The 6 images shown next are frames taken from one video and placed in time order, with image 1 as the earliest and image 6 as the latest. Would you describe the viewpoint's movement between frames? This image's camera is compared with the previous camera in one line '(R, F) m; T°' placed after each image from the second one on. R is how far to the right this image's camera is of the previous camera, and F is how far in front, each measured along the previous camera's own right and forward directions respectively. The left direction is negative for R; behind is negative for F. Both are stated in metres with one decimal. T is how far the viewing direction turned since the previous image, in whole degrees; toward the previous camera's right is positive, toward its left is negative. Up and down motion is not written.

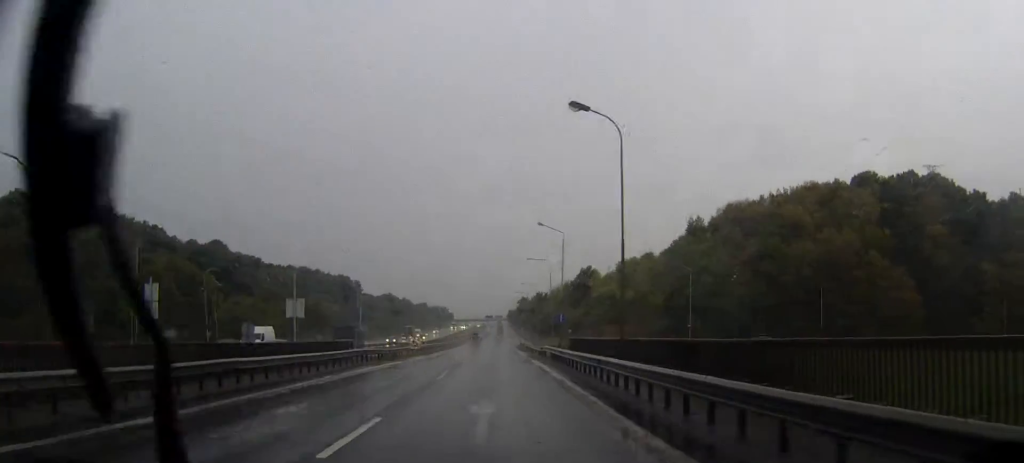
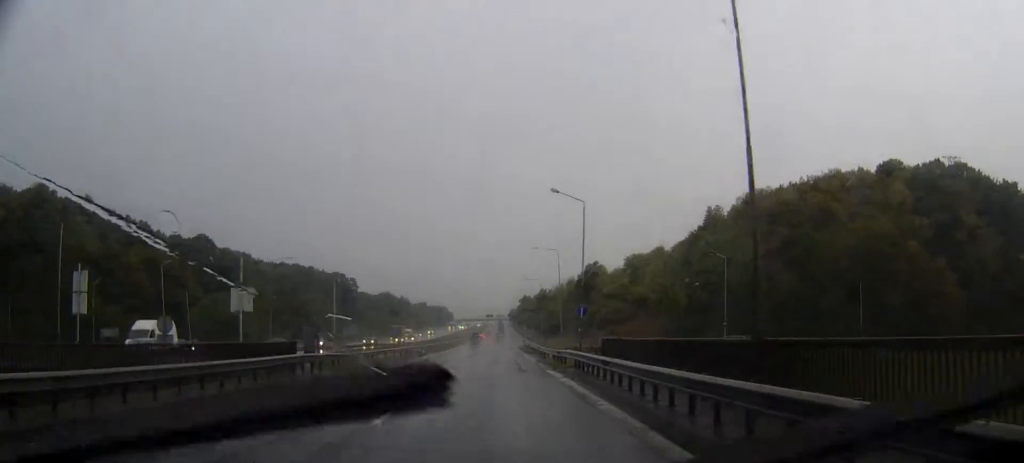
(0.0, +12.7) m; 0°
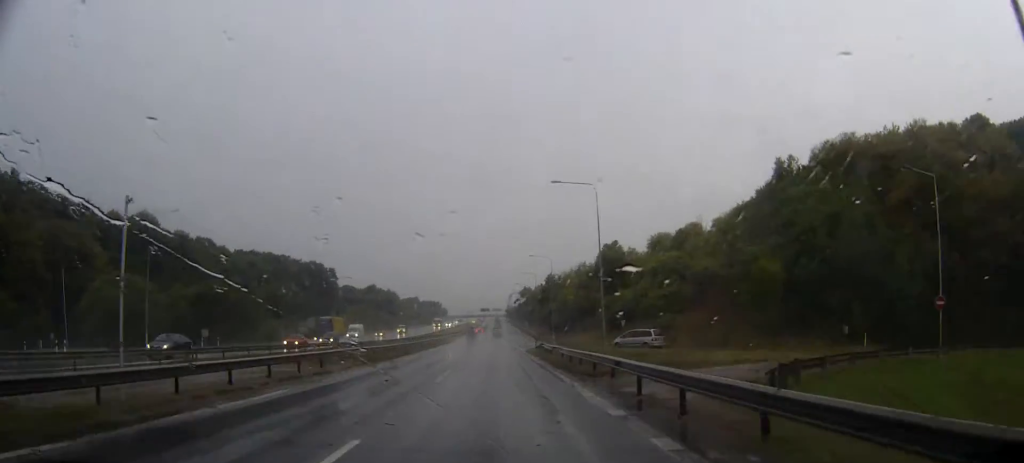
(0.0, +37.5) m; 0°
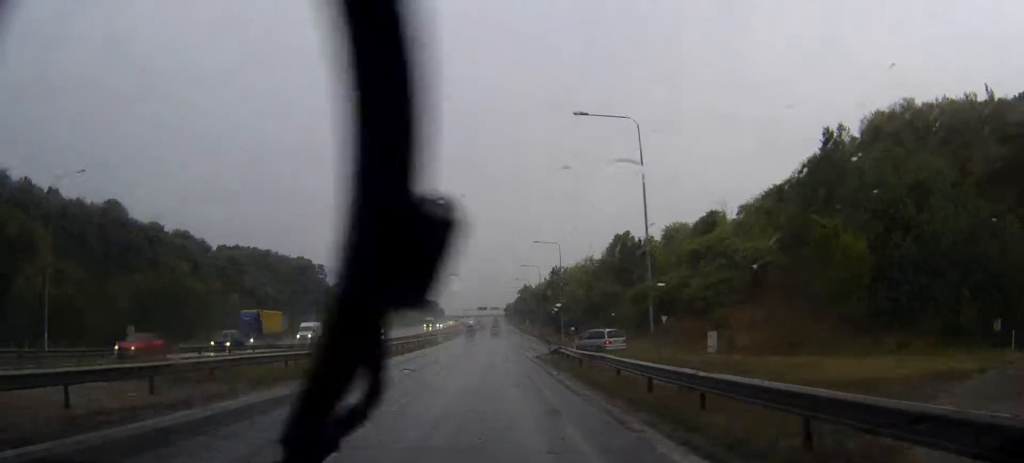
(0.0, +17.0) m; 0°
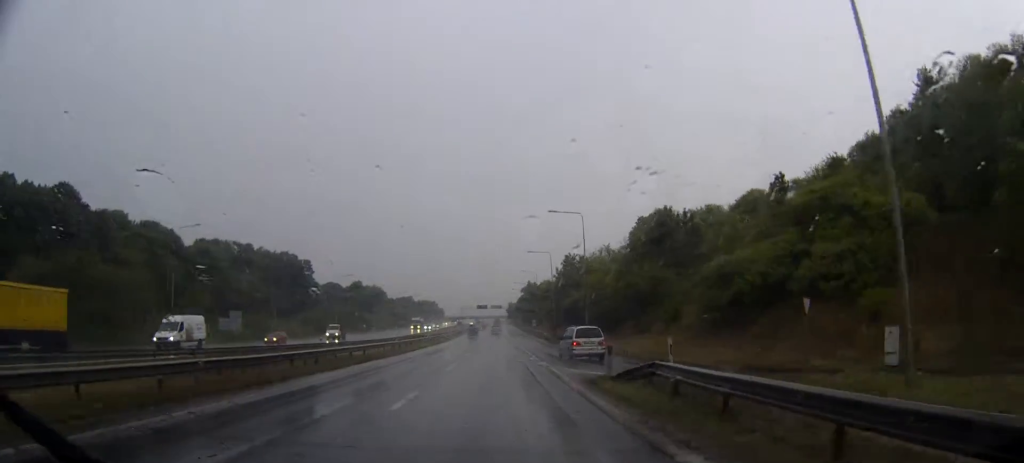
(0.0, +23.3) m; 0°
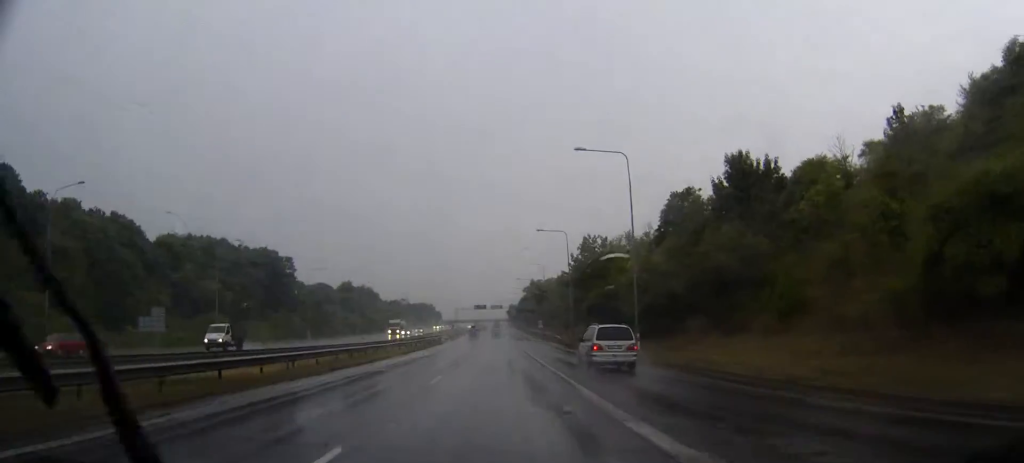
(0.0, +23.9) m; 0°
